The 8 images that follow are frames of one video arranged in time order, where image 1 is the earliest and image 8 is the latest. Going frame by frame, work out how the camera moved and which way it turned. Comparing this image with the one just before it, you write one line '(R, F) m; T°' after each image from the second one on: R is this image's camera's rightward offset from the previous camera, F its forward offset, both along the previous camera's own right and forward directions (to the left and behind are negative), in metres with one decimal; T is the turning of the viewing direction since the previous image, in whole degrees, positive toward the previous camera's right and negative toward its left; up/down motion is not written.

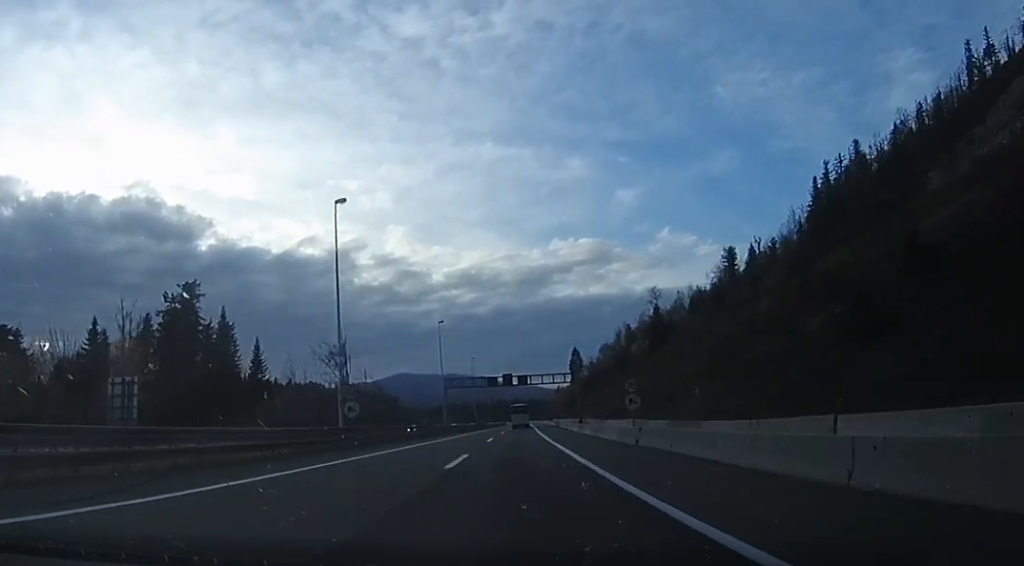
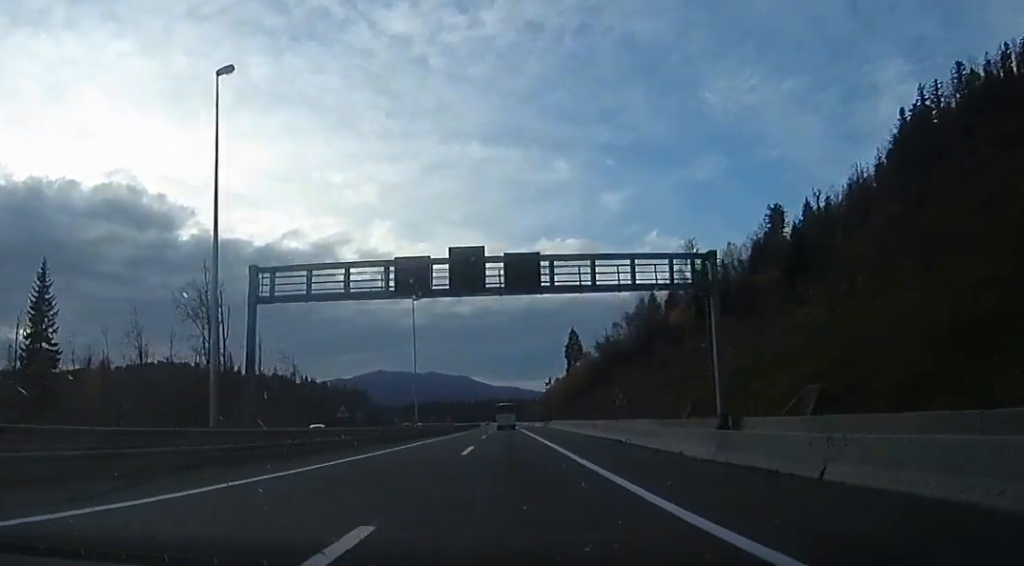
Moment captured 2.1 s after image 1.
(+2.6, +60.6) m; +3°
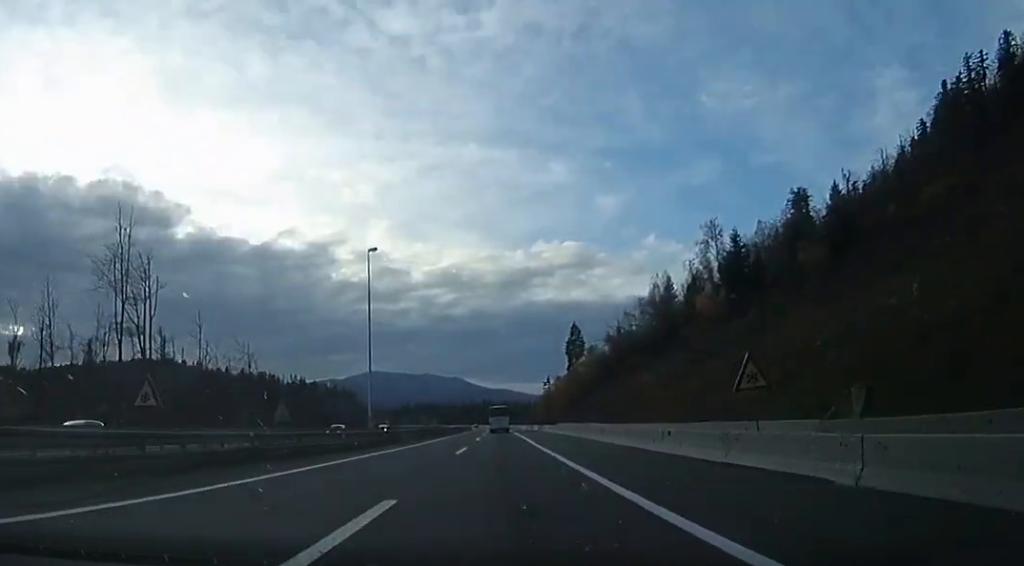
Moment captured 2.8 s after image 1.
(+0.1, +20.0) m; +2°
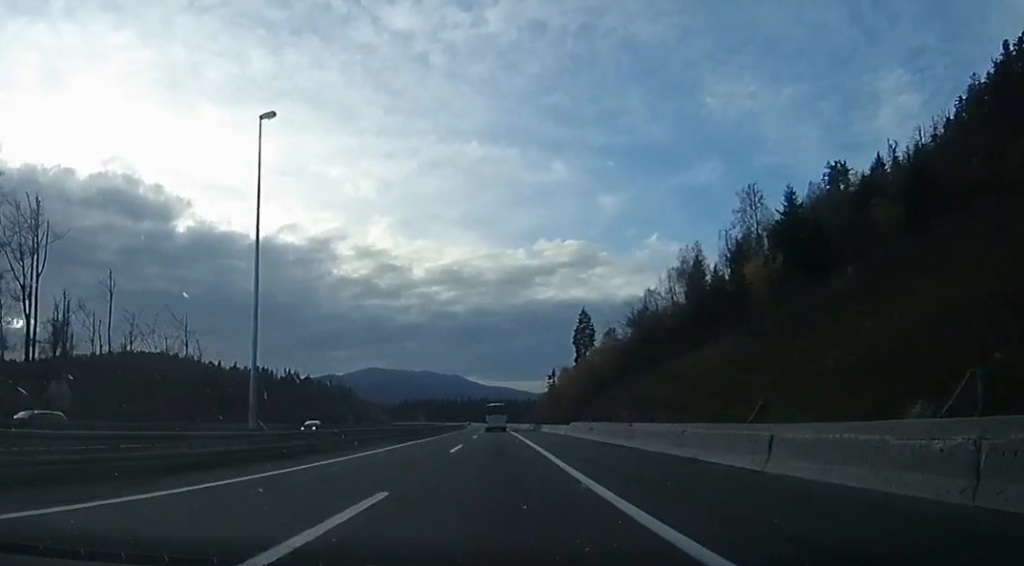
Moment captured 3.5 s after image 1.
(+0.5, +21.3) m; +1°
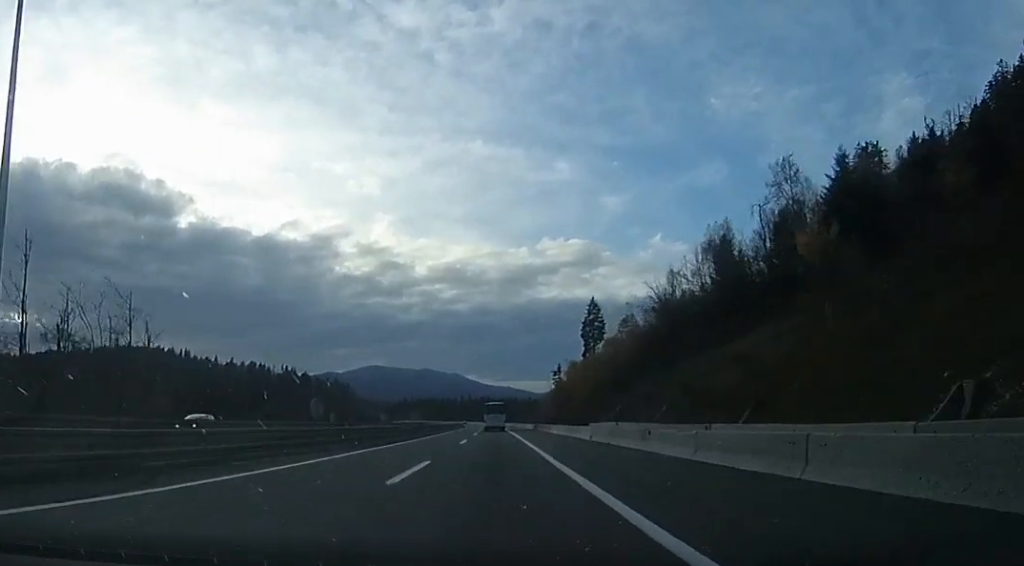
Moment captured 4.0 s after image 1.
(+0.7, +13.9) m; 0°
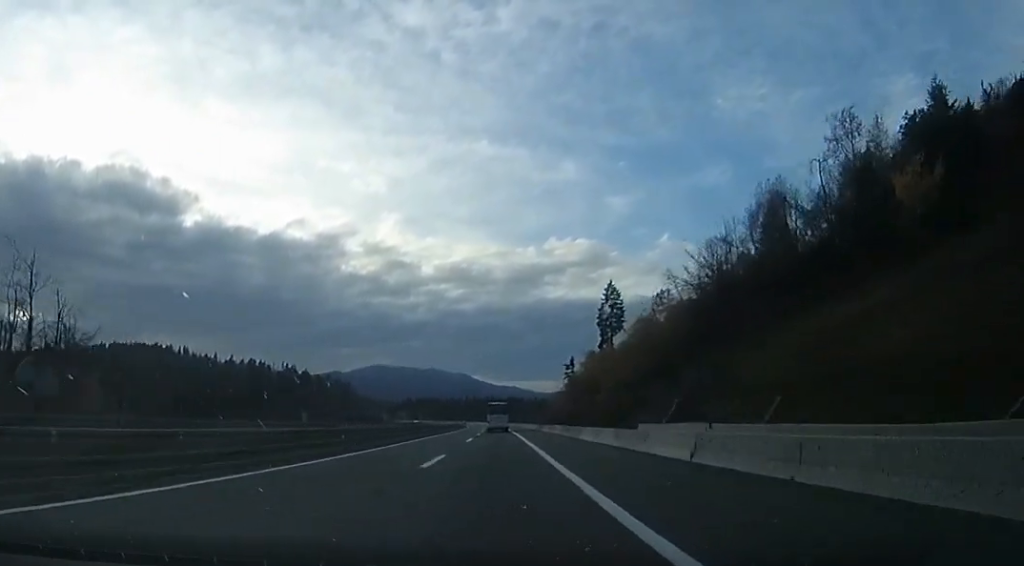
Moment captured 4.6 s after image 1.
(-0.6, +17.7) m; -2°
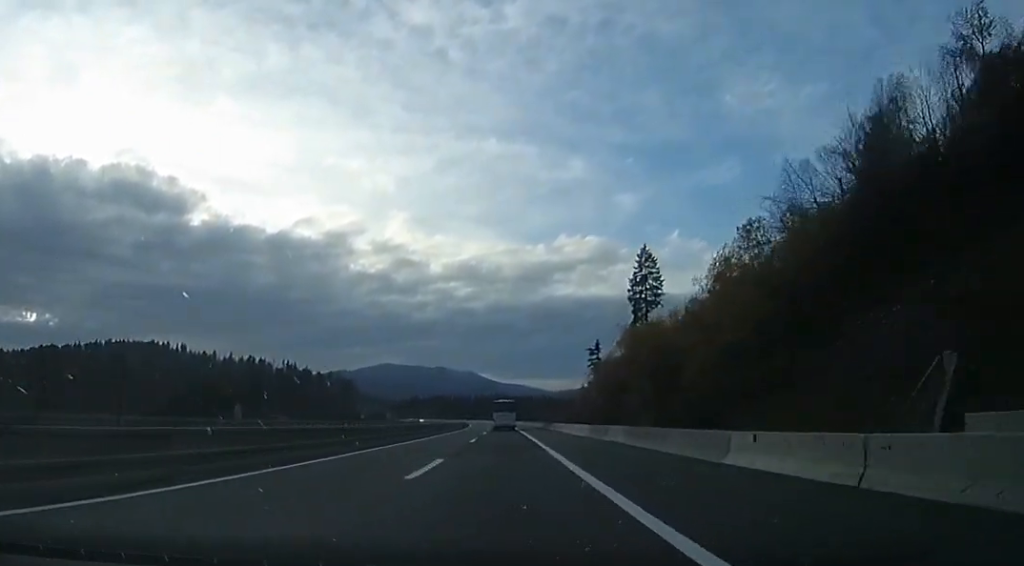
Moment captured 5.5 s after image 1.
(-0.7, +25.7) m; -1°
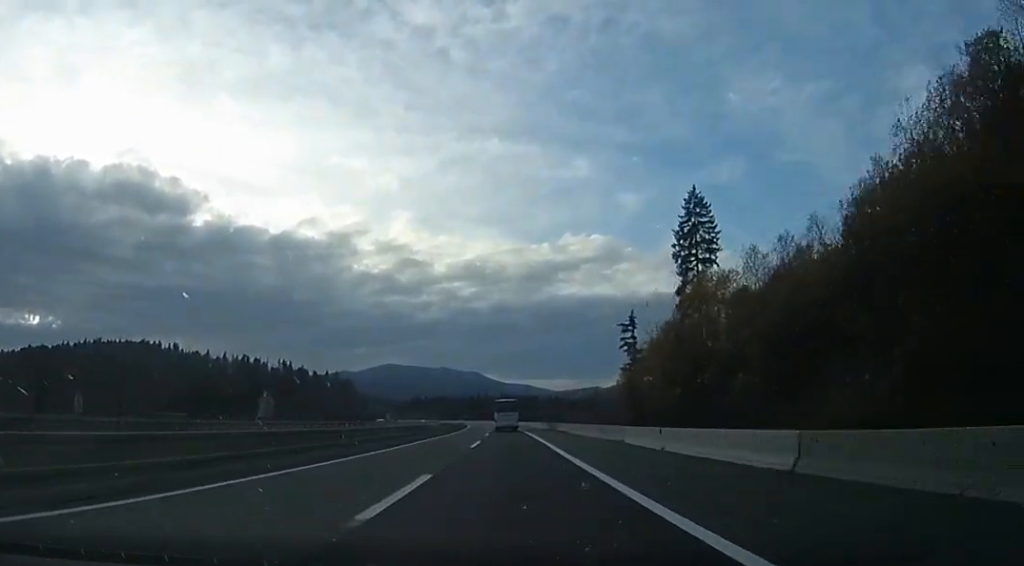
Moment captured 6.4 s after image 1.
(0.0, +27.0) m; 0°
